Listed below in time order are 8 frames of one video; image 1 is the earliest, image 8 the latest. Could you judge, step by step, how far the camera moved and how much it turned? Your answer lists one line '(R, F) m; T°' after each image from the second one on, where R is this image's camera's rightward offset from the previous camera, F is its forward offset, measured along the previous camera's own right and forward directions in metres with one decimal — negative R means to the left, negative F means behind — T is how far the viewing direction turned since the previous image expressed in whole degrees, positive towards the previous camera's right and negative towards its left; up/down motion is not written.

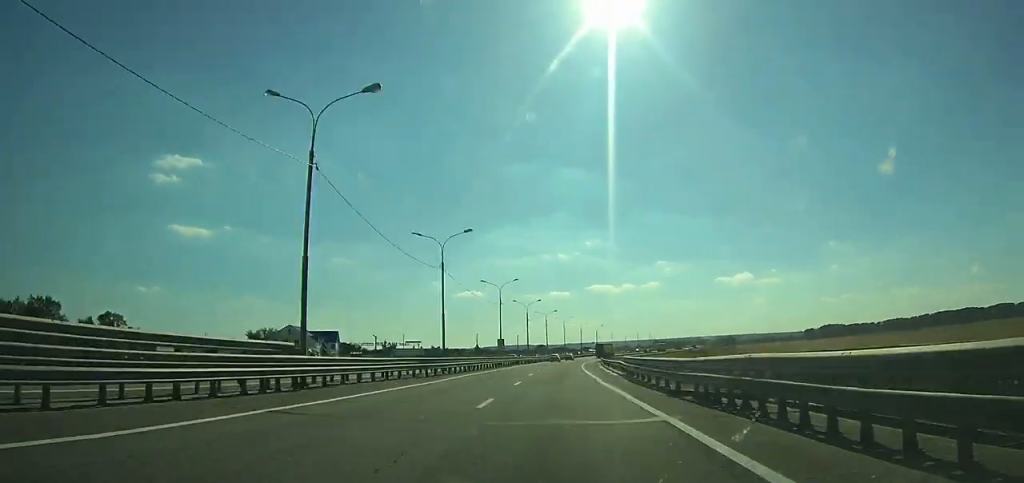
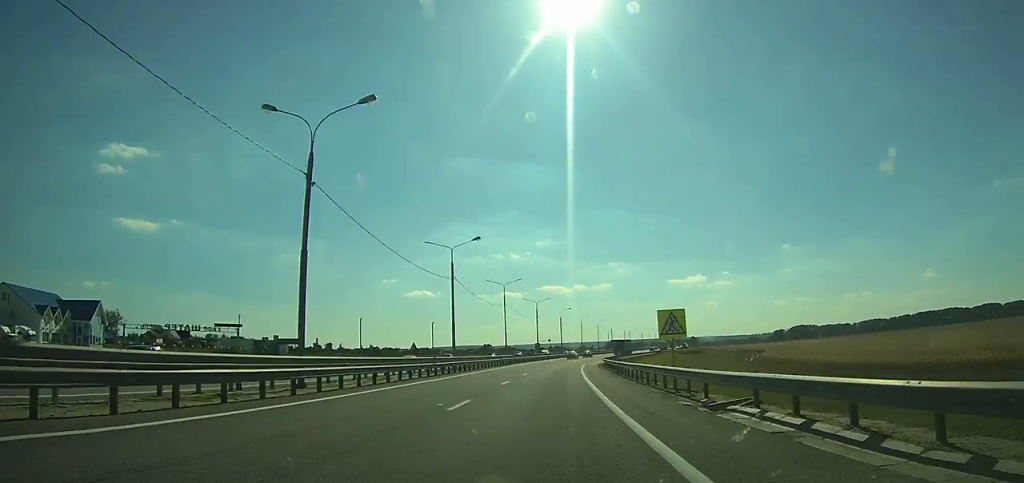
(+3.9, +86.2) m; +6°
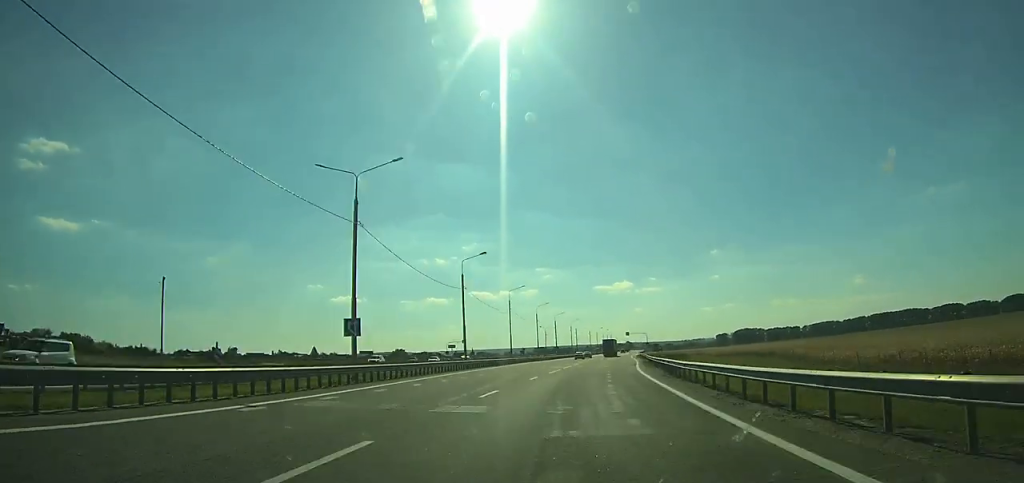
(+4.5, +80.8) m; +7°
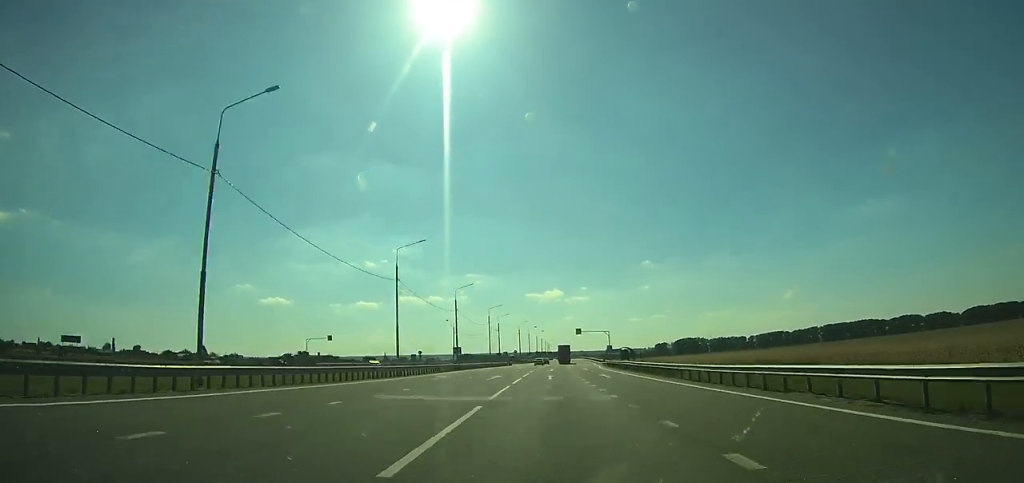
(+4.1, +68.1) m; +5°
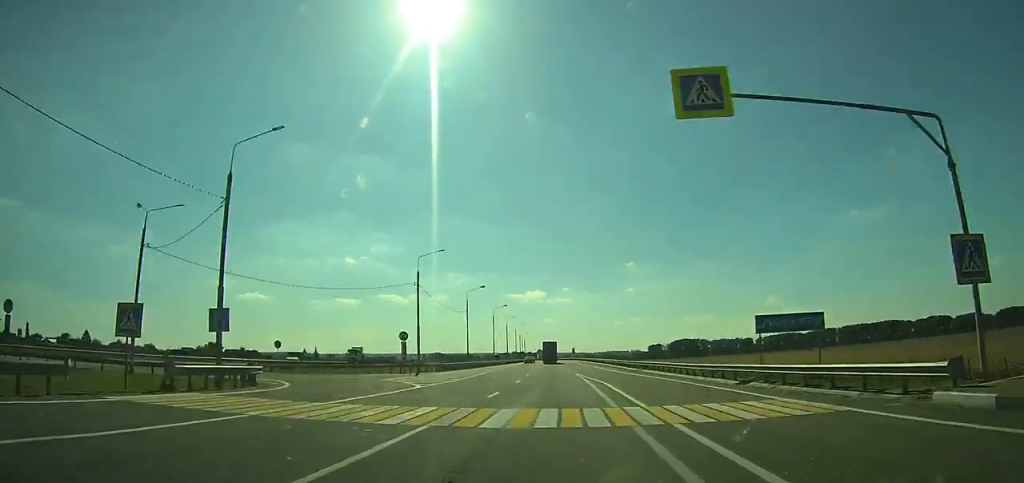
(+4.4, +105.3) m; +3°
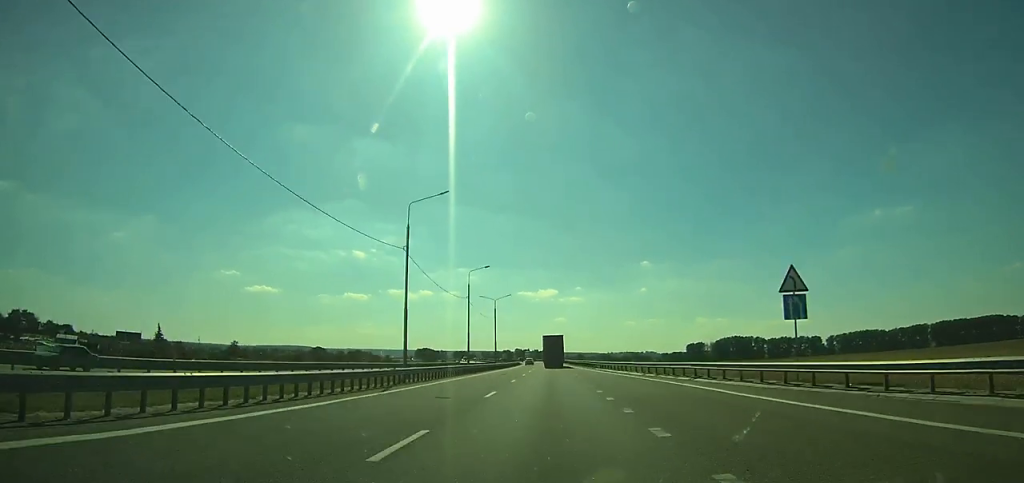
(-0.6, +174.2) m; -1°
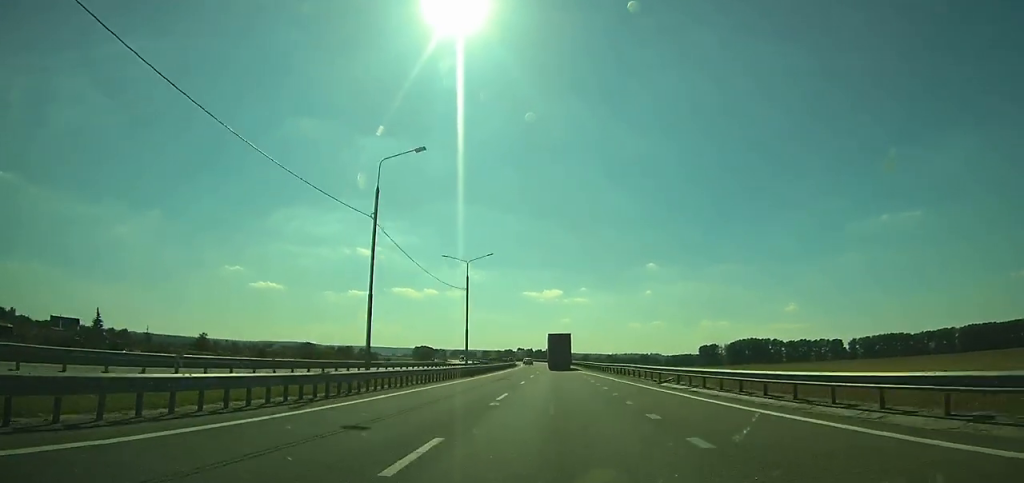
(-0.3, +37.0) m; -1°
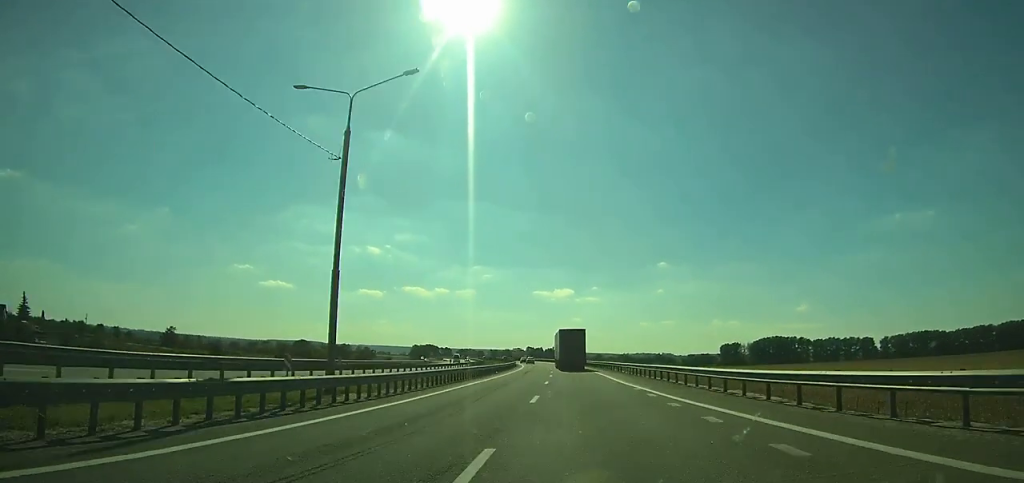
(+0.2, +37.0) m; -1°
